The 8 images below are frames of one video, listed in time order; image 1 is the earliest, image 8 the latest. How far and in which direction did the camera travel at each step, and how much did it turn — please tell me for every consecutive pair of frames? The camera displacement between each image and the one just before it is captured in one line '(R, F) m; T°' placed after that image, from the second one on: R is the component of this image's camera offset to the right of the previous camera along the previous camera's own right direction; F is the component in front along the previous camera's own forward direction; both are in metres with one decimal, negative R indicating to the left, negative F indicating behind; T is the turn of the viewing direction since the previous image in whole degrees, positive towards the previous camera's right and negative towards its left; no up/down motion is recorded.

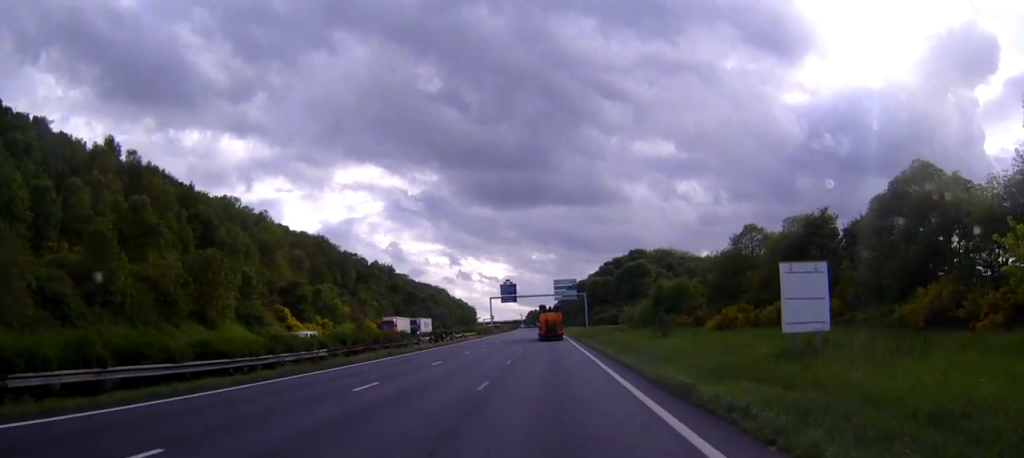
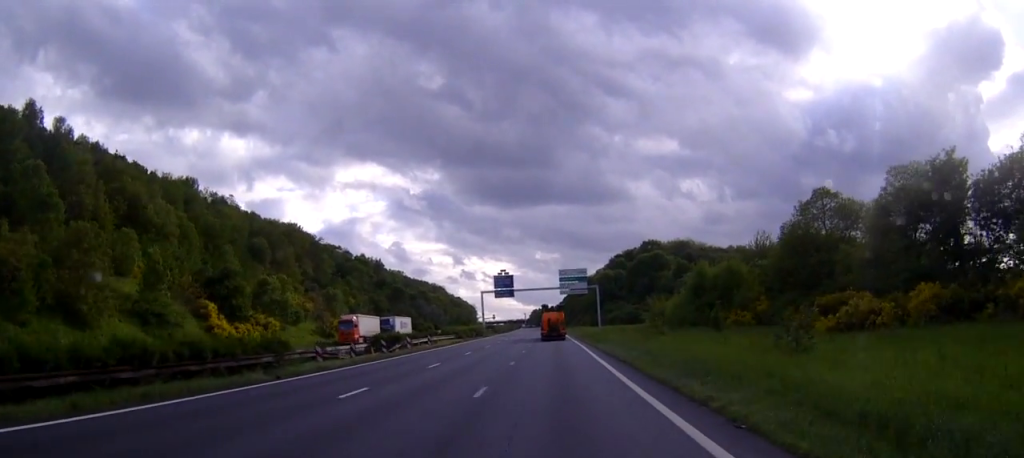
(-0.1, +29.0) m; 0°
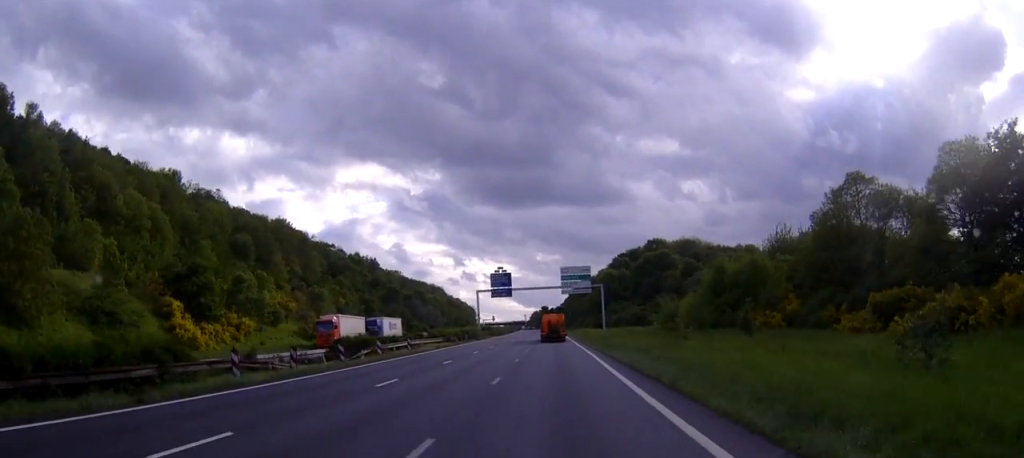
(0.0, +9.7) m; 0°
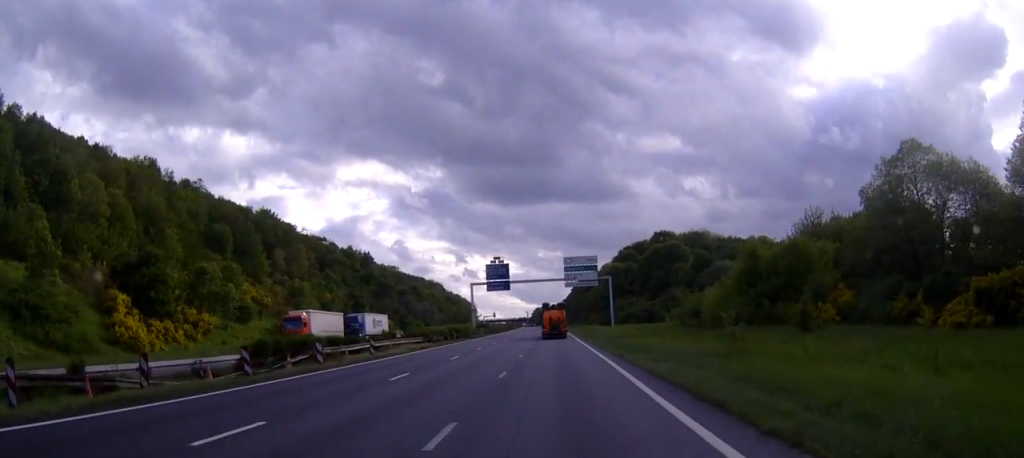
(0.0, +12.4) m; 0°
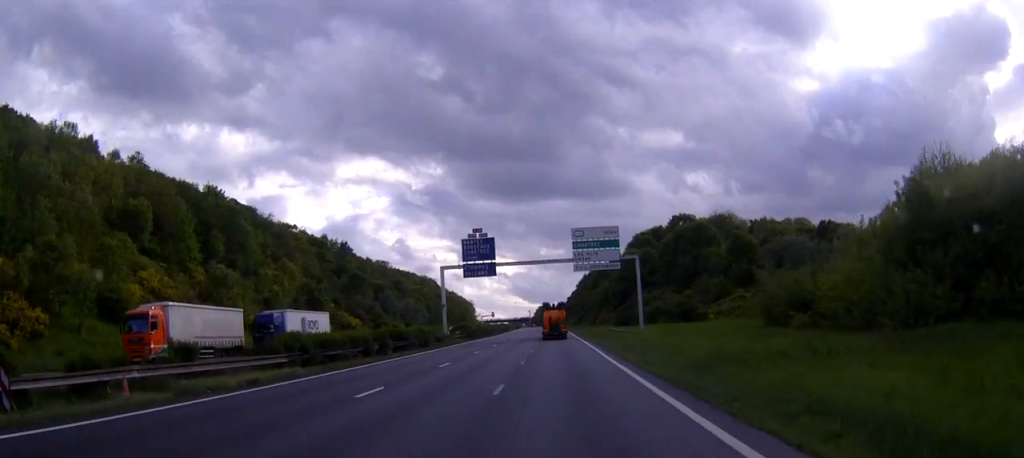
(-0.1, +32.5) m; 0°
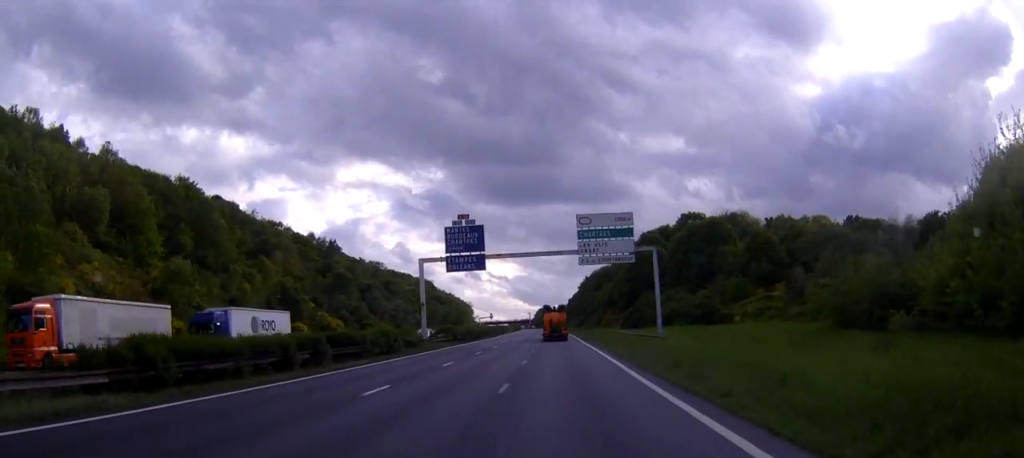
(0.0, +13.1) m; 0°
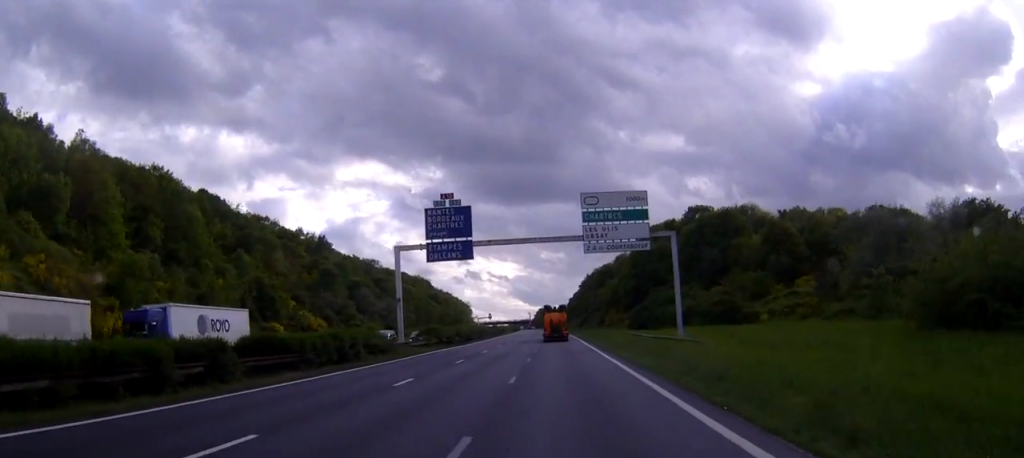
(0.0, +10.3) m; 0°
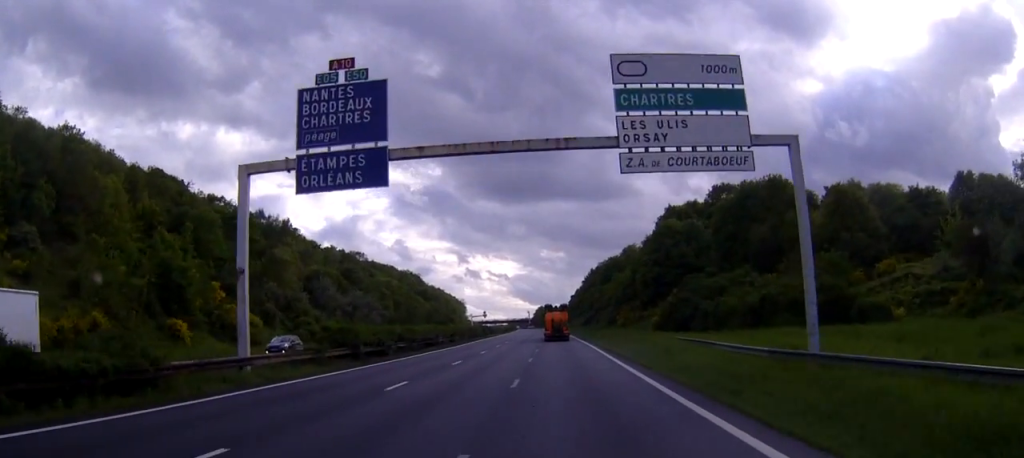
(0.0, +29.0) m; 0°
